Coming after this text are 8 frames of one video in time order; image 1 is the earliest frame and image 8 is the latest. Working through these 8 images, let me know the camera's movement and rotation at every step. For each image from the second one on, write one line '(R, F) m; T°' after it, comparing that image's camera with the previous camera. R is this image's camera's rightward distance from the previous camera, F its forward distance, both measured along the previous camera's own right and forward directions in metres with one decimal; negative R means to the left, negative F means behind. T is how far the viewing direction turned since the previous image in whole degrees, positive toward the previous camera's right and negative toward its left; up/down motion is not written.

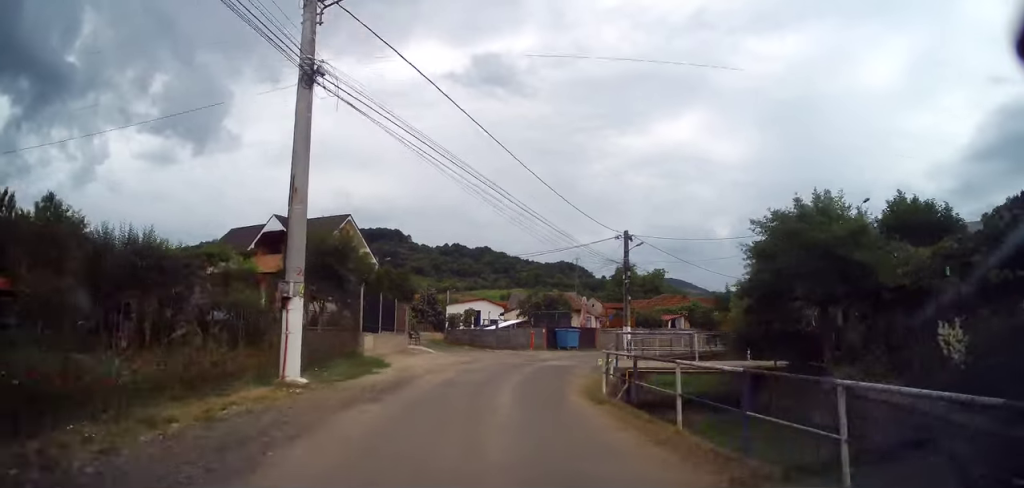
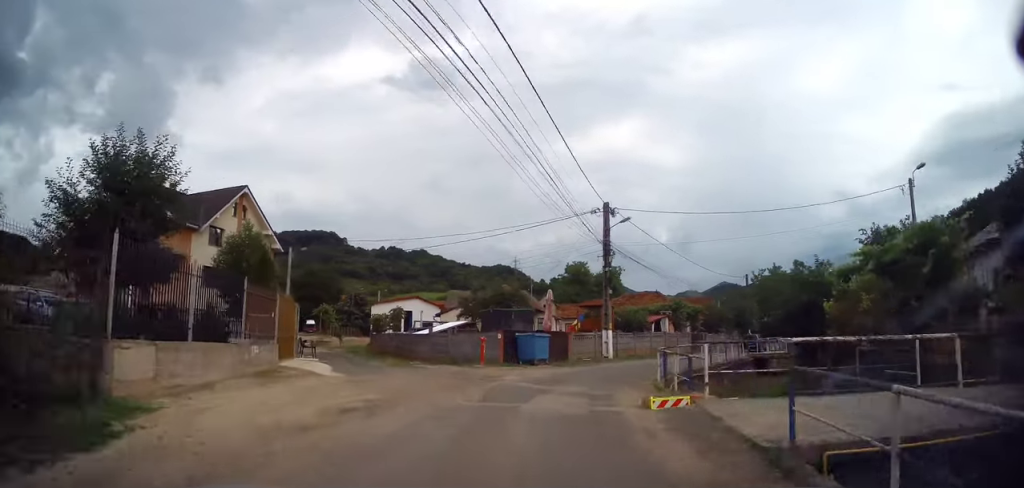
(+0.4, +9.8) m; +7°
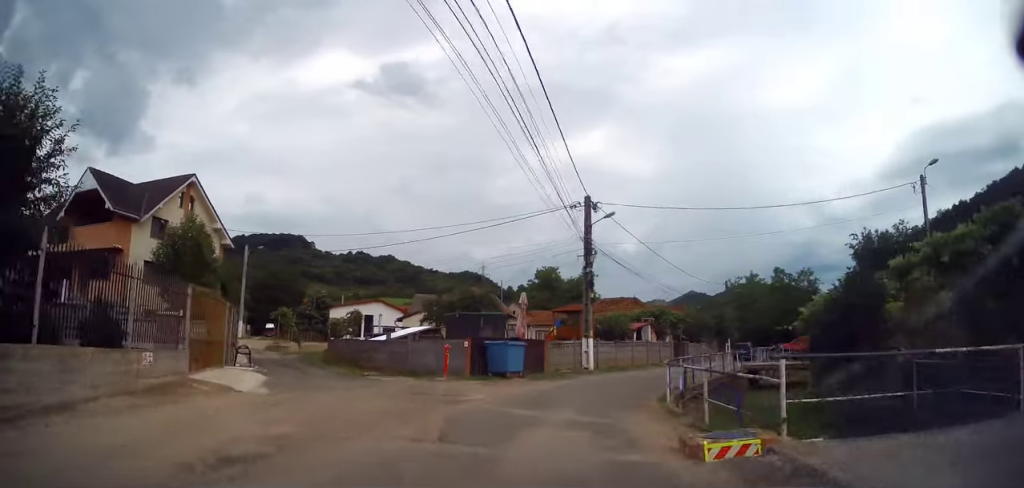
(+0.1, +3.5) m; +4°
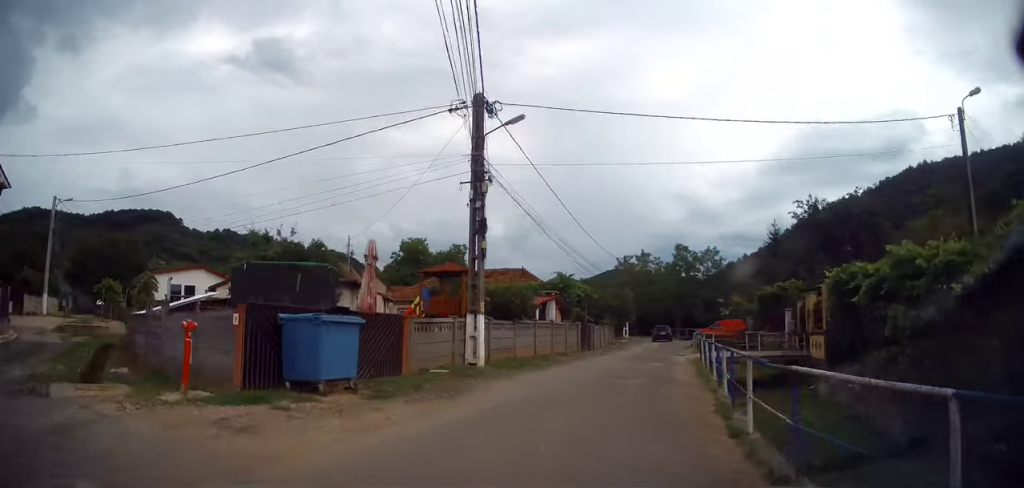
(+1.5, +10.9) m; +15°
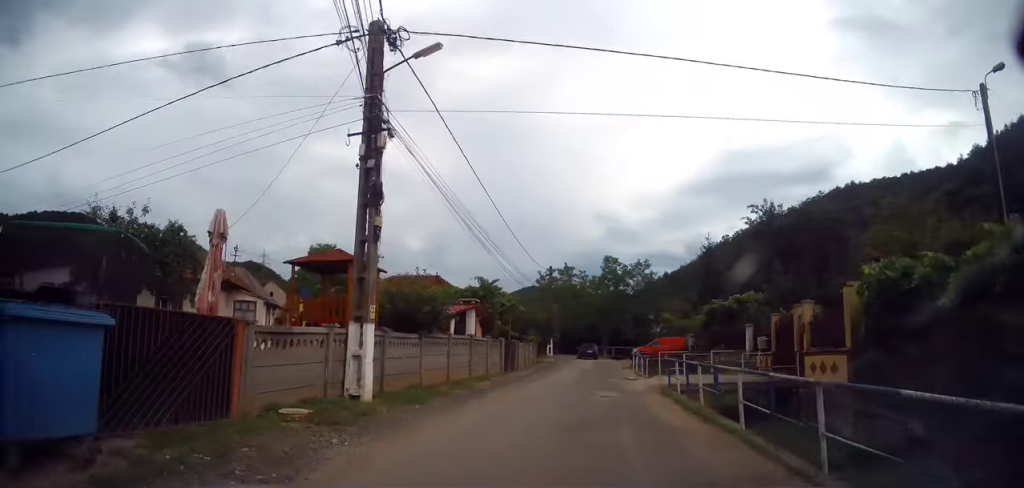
(+0.2, +5.1) m; +7°
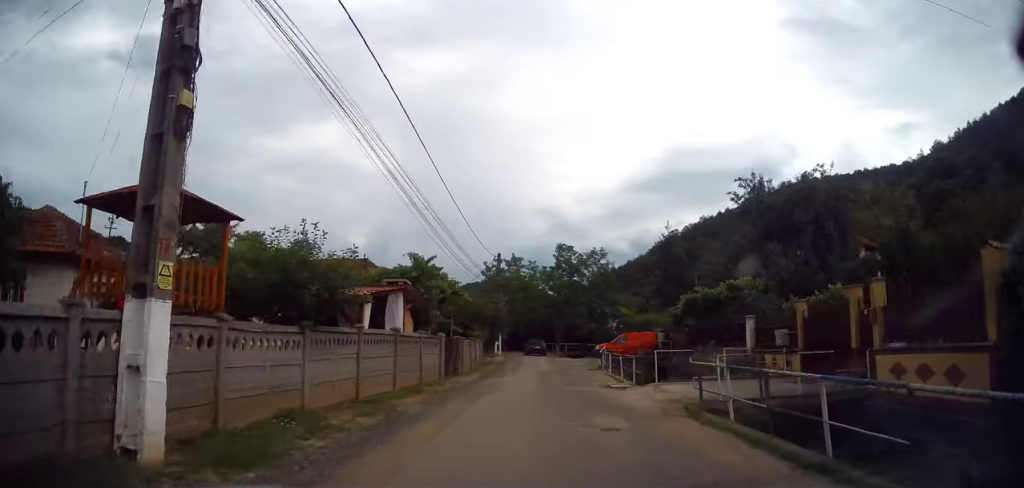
(+0.3, +5.5) m; +7°
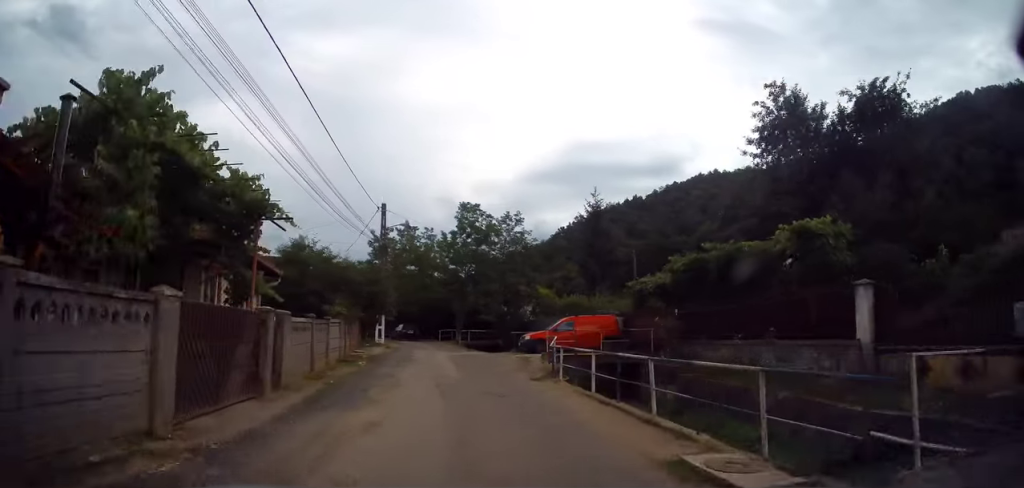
(+1.4, +12.0) m; +8°
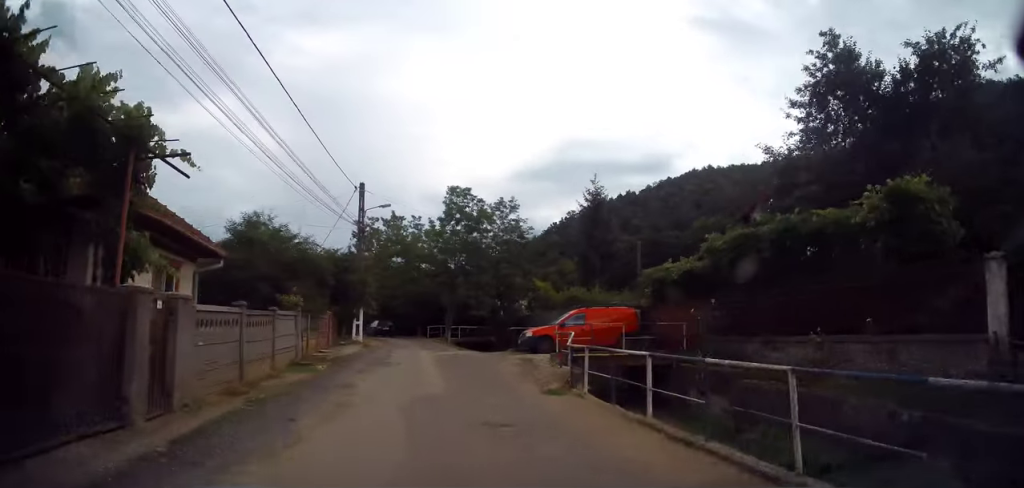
(0.0, +3.8) m; 0°
